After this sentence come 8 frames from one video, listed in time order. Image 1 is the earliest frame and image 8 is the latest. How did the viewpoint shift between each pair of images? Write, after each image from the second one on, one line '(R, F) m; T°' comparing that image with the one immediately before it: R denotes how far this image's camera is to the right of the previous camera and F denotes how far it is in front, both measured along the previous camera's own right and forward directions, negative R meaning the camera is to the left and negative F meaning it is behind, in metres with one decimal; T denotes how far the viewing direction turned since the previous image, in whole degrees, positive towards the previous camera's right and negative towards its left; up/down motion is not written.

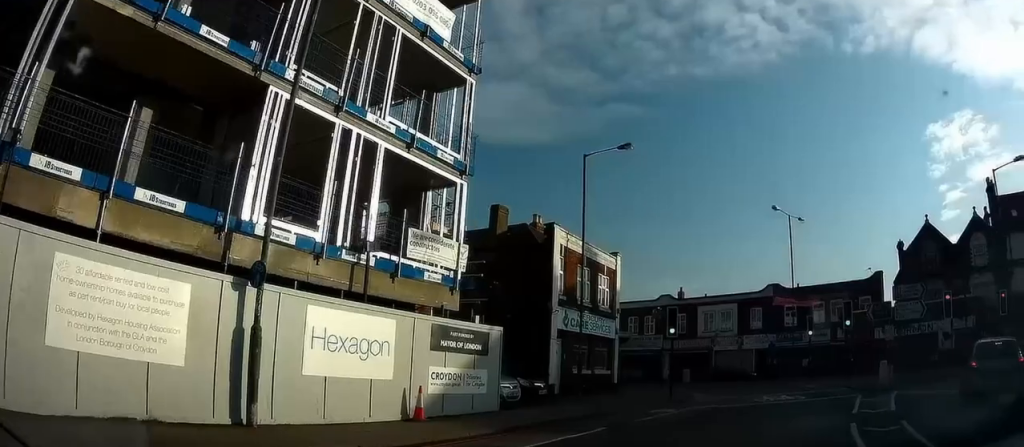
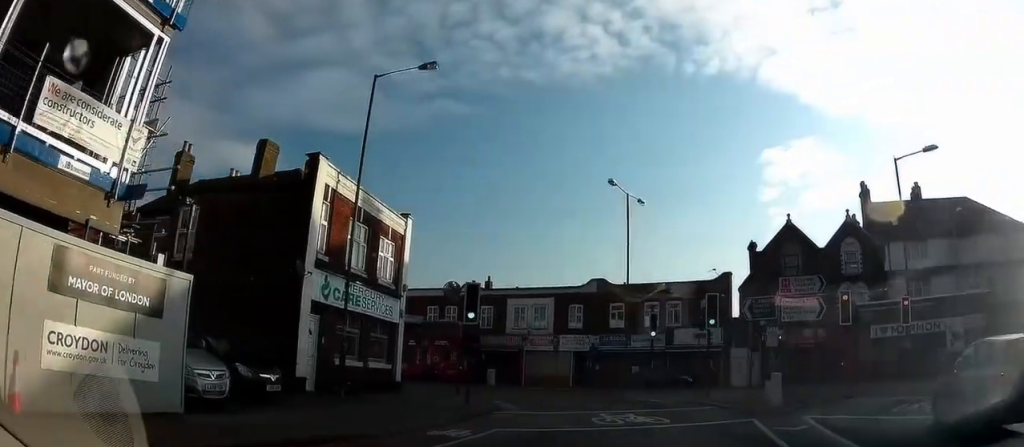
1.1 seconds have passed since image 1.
(+1.2, +6.8) m; +16°
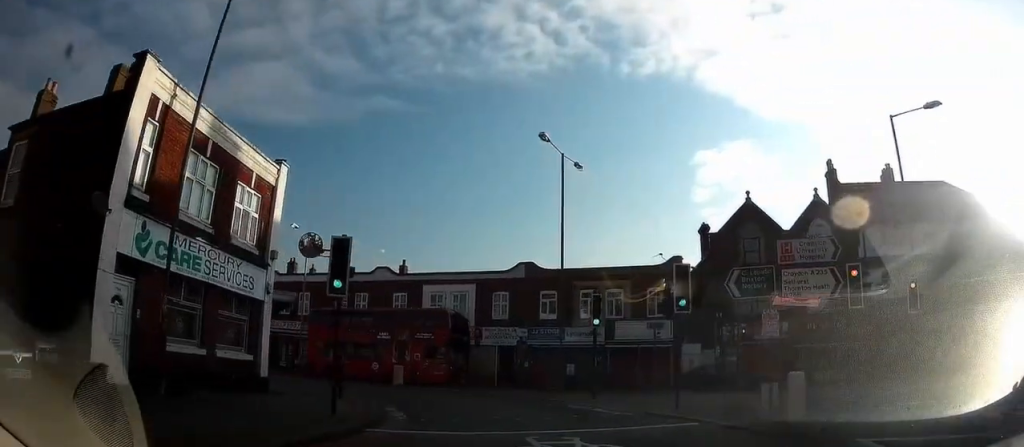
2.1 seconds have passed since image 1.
(+0.6, +6.0) m; +8°
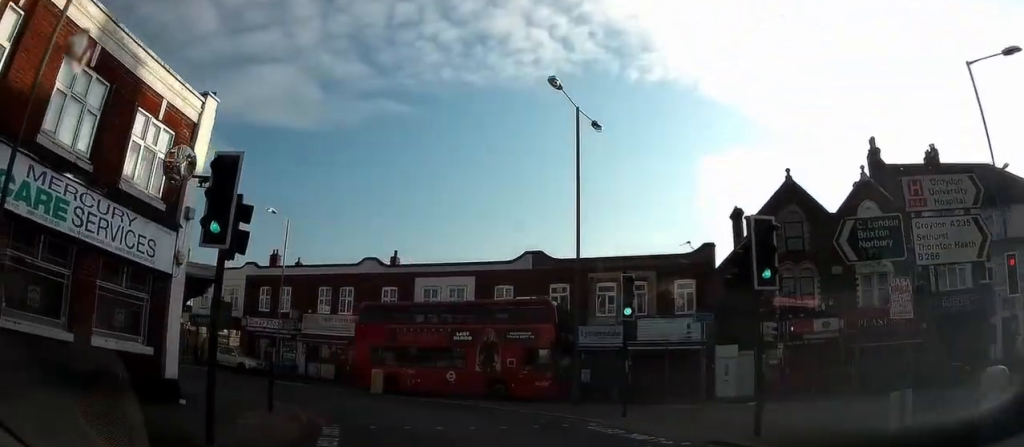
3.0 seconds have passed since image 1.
(+0.3, +5.4) m; -2°
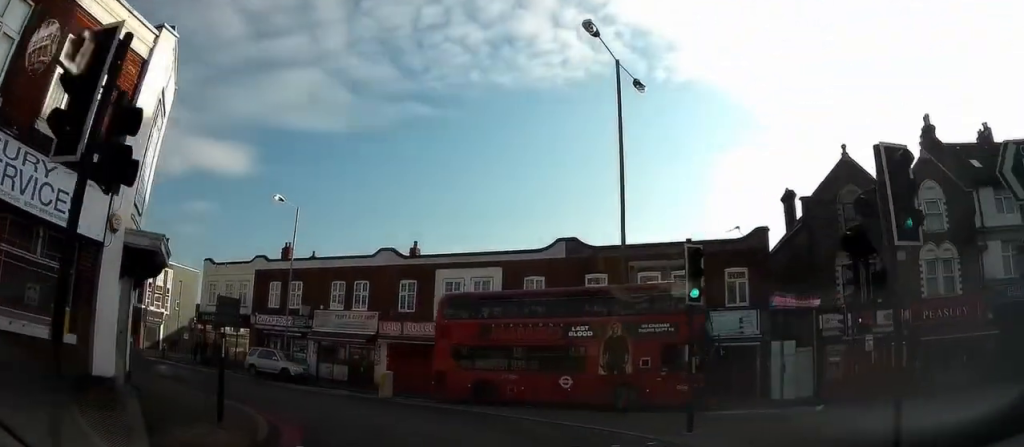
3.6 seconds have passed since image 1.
(+0.1, +3.4) m; -6°
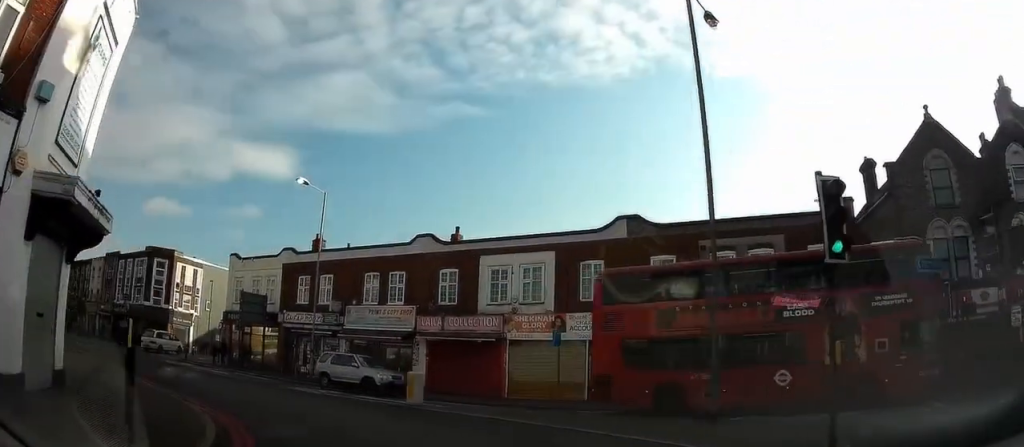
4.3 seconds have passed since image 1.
(-0.5, +3.5) m; -10°
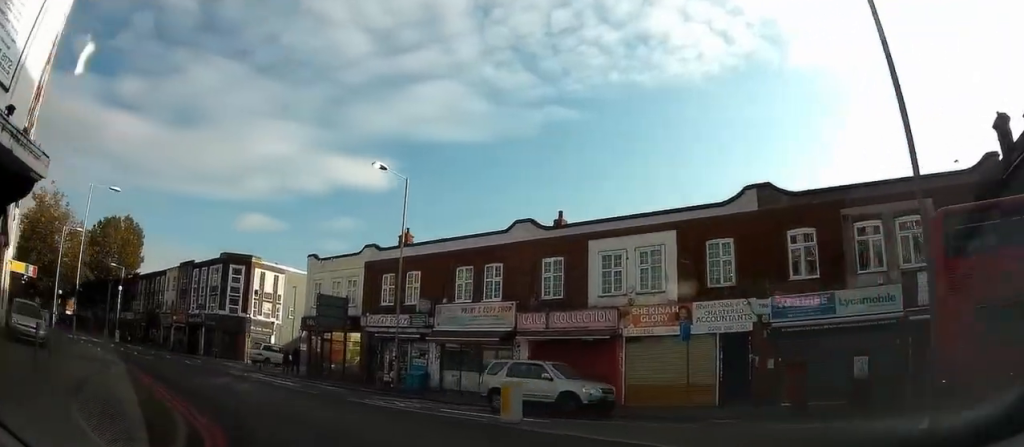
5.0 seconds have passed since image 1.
(-0.3, +3.8) m; -11°
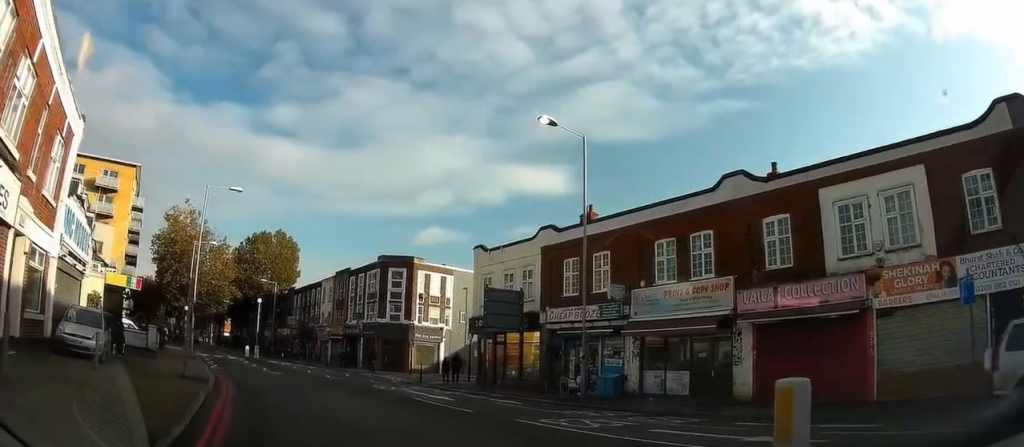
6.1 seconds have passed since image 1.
(-0.8, +5.4) m; -19°
